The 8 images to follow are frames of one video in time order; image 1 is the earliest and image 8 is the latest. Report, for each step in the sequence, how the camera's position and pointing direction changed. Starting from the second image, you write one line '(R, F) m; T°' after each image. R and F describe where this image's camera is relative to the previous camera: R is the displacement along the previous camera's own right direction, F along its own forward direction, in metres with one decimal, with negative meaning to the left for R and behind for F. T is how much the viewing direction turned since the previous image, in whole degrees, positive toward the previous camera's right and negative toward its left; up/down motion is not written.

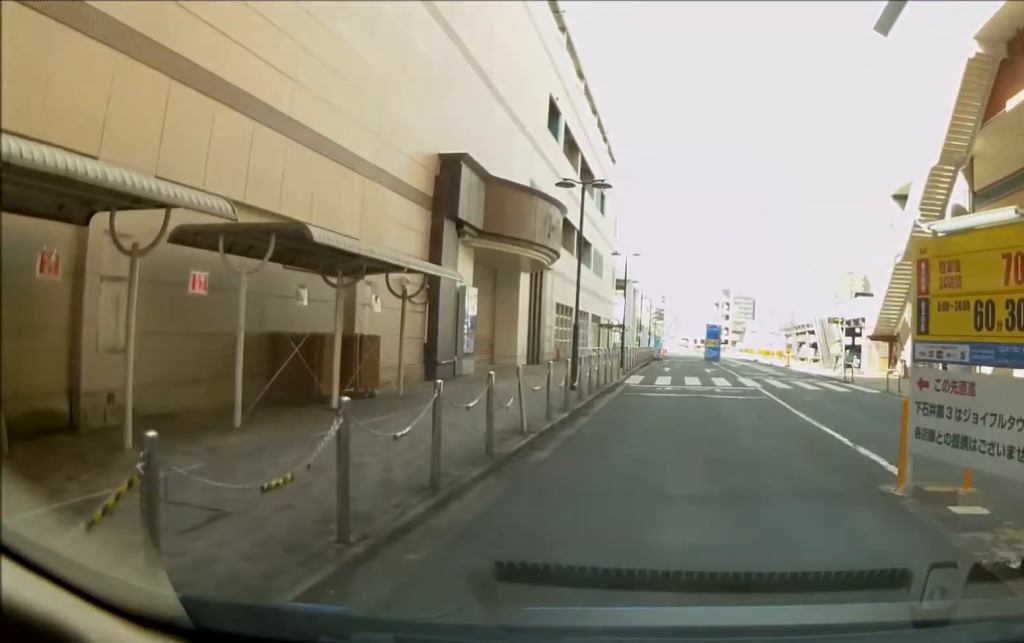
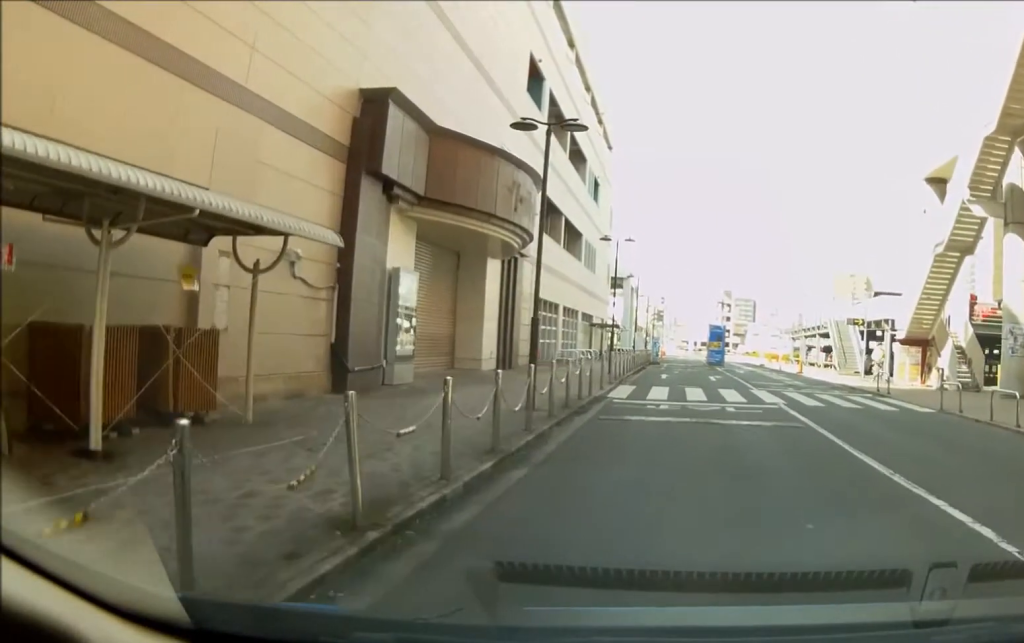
(+0.4, +5.9) m; +6°
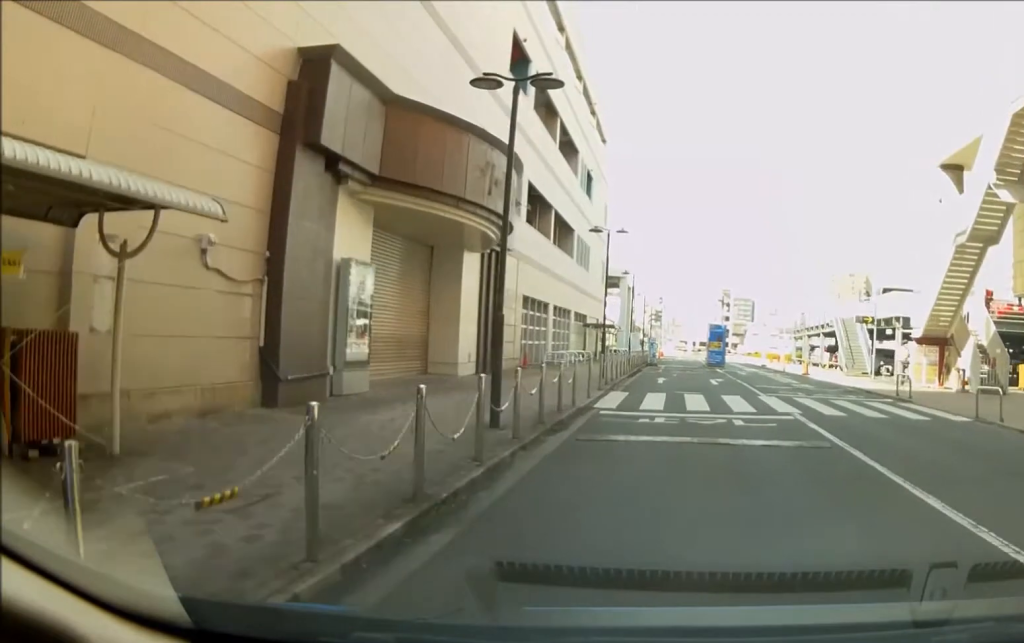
(0.0, +2.7) m; 0°
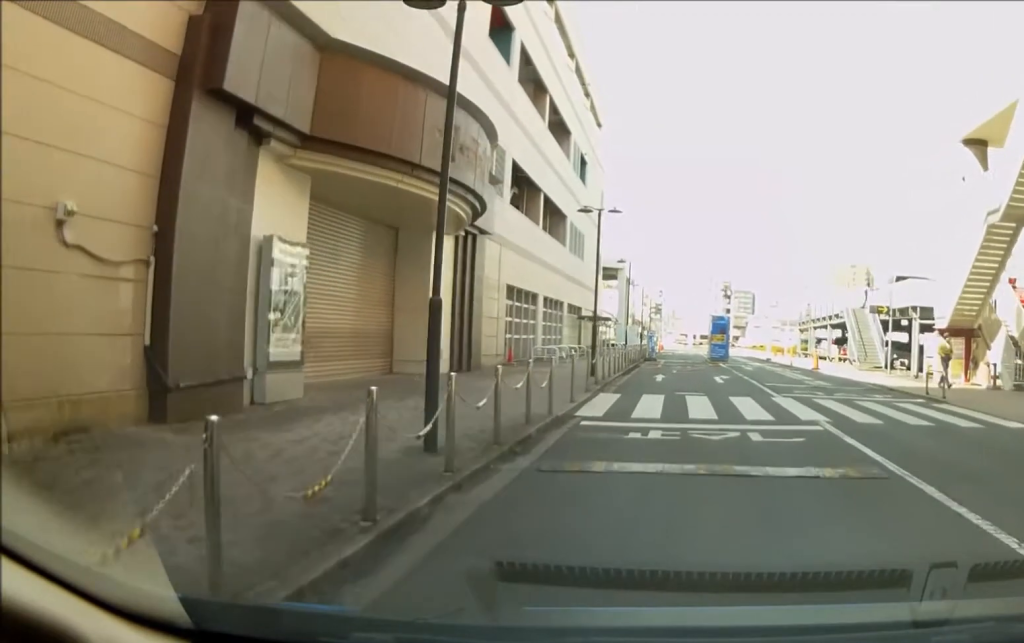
(0.0, +3.2) m; -1°
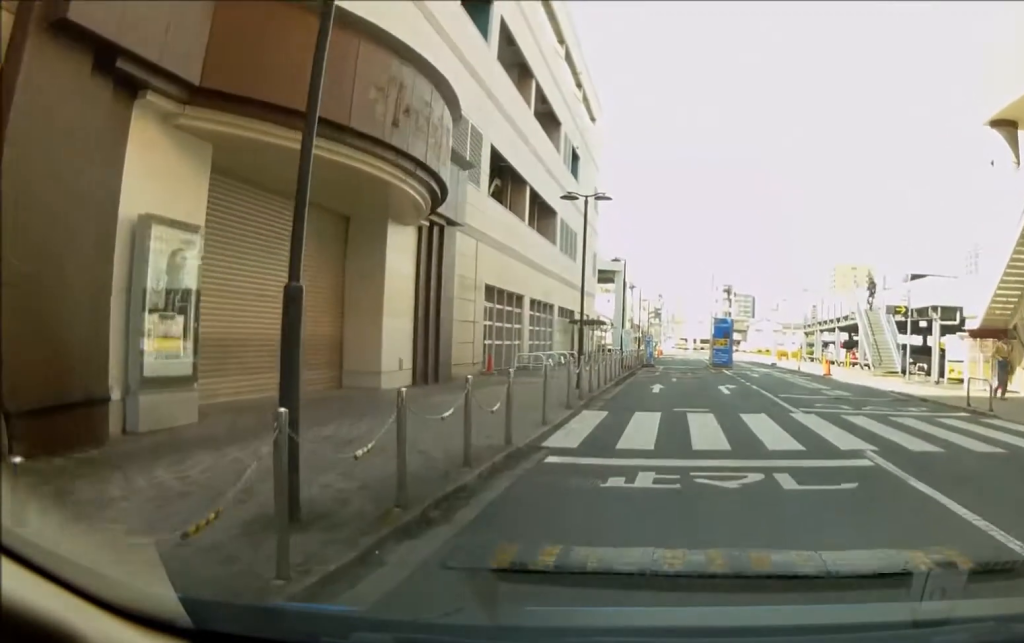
(+0.1, +3.4) m; -6°
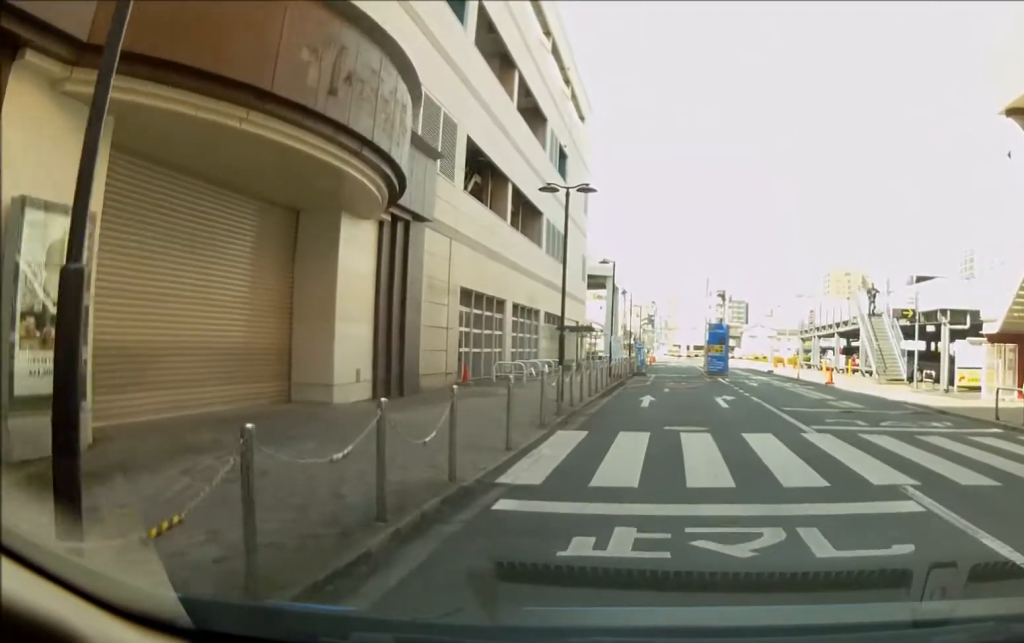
(-0.2, +2.2) m; -4°
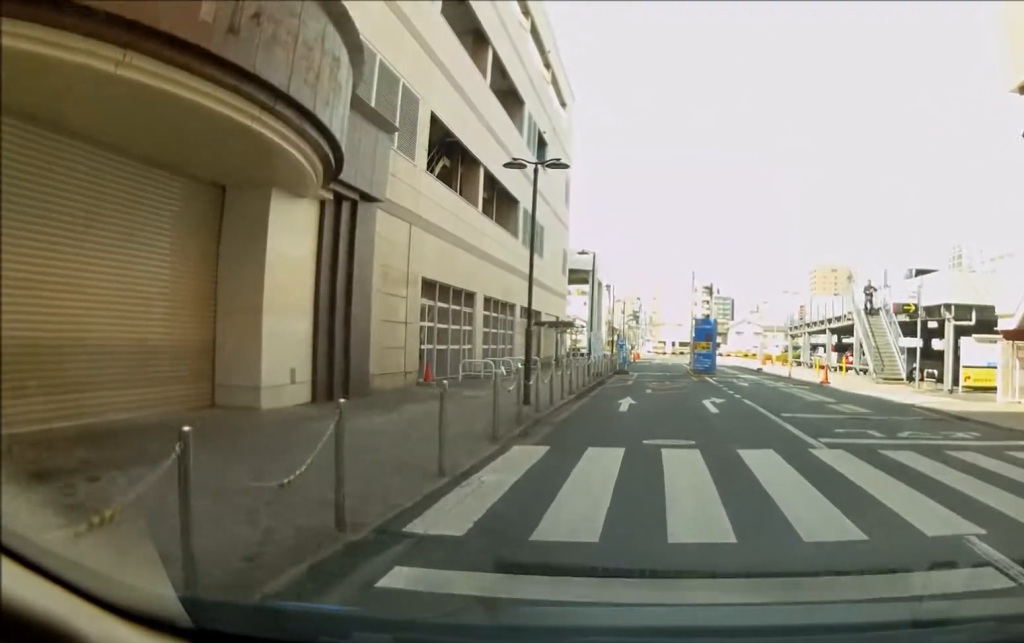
(-0.2, +2.4) m; -4°
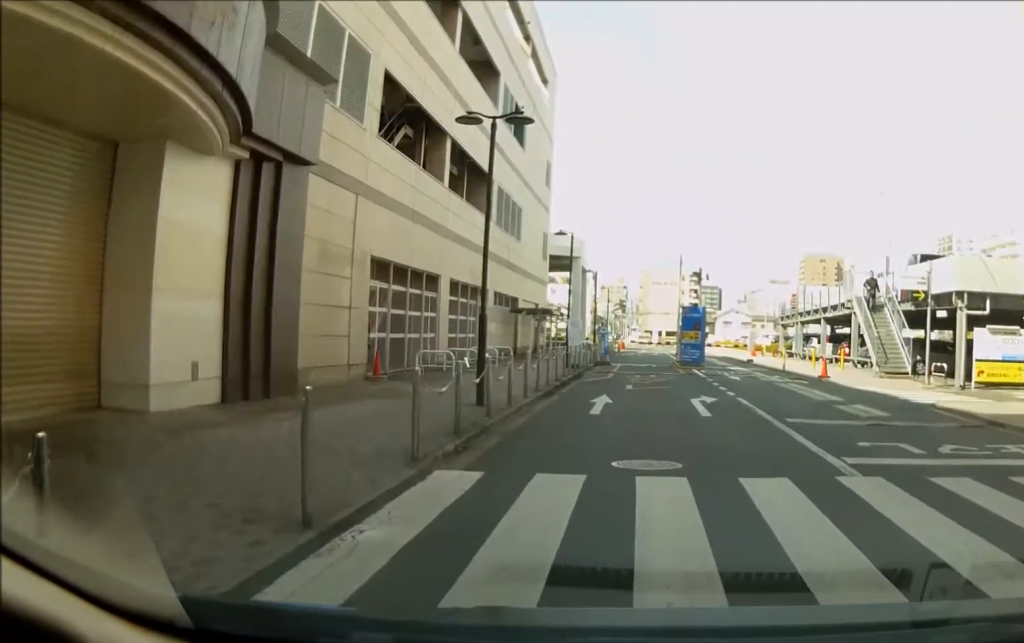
(0.0, +3.0) m; +1°
